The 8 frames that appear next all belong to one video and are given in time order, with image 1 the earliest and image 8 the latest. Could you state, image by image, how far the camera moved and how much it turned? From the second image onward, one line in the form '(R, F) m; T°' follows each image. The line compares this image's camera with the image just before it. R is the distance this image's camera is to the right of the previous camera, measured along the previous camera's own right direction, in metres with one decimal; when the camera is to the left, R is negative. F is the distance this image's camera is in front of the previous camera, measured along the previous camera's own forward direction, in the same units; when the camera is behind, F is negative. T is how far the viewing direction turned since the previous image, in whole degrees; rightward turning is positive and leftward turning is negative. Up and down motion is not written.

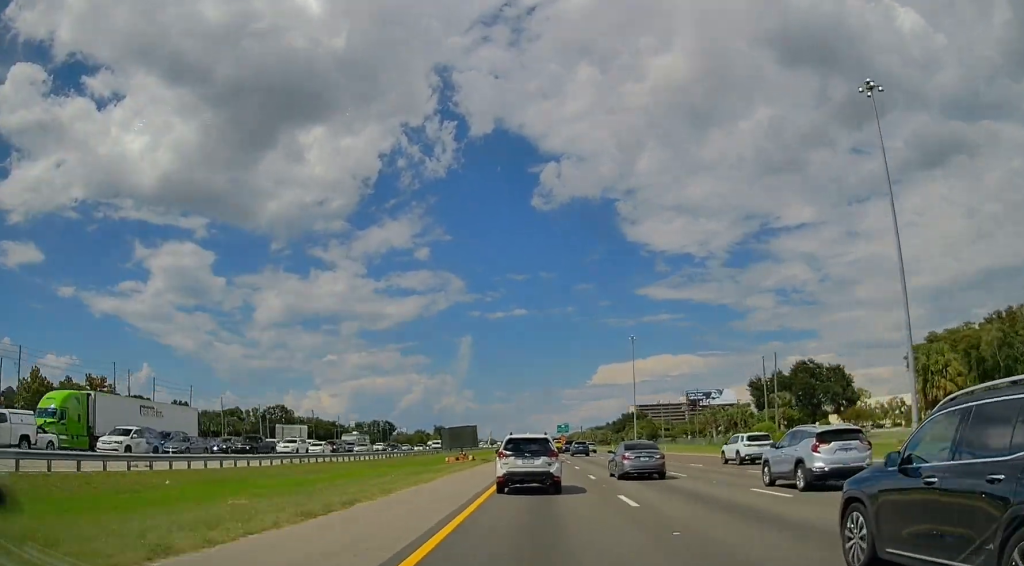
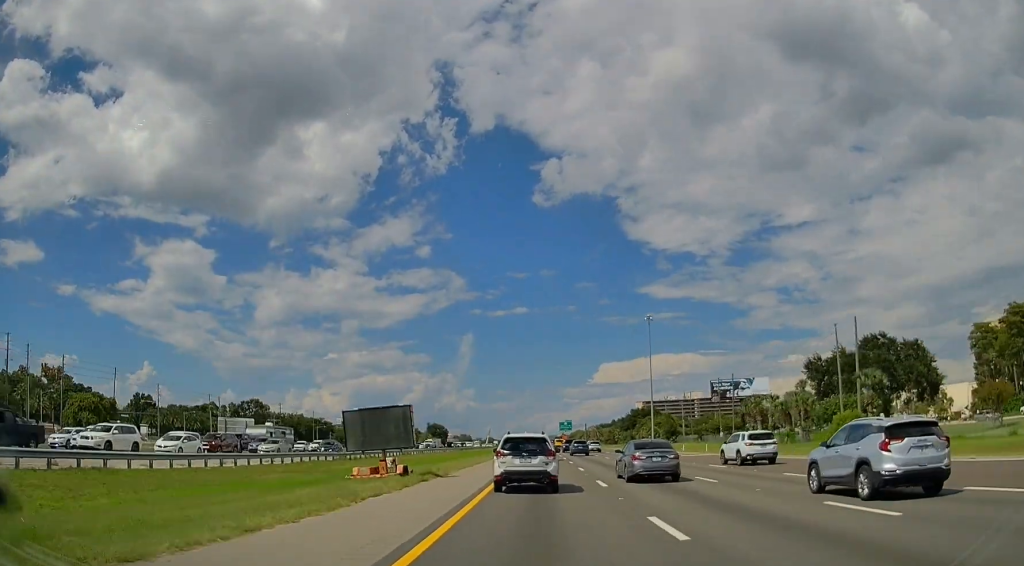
(0.0, +30.2) m; 0°
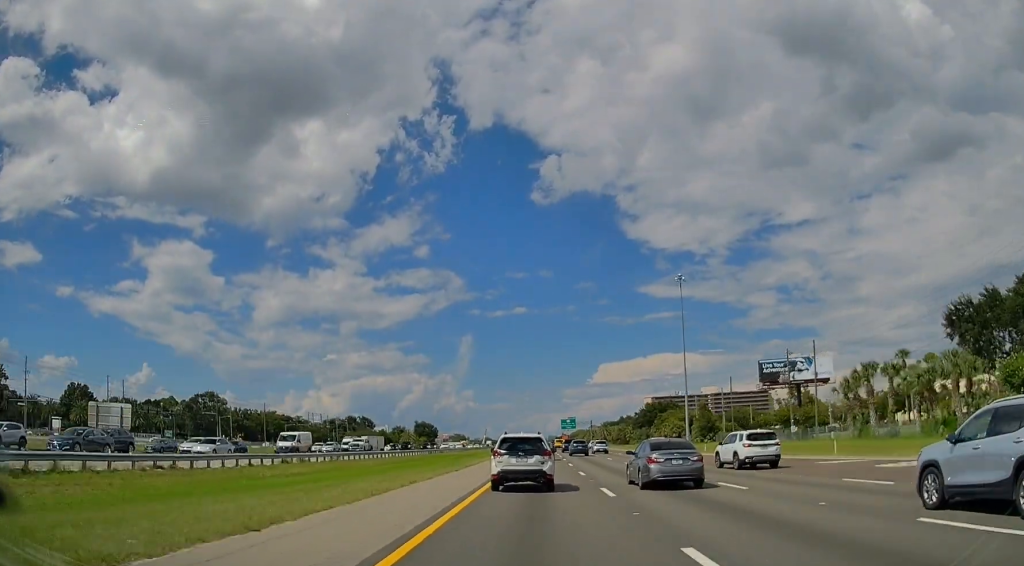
(0.0, +41.4) m; 0°
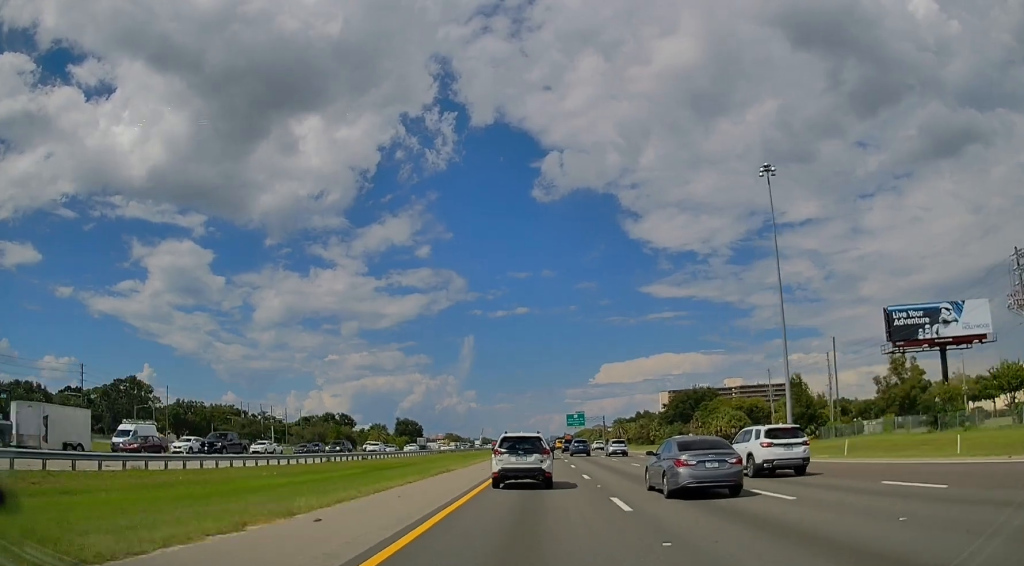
(0.0, +54.4) m; 0°
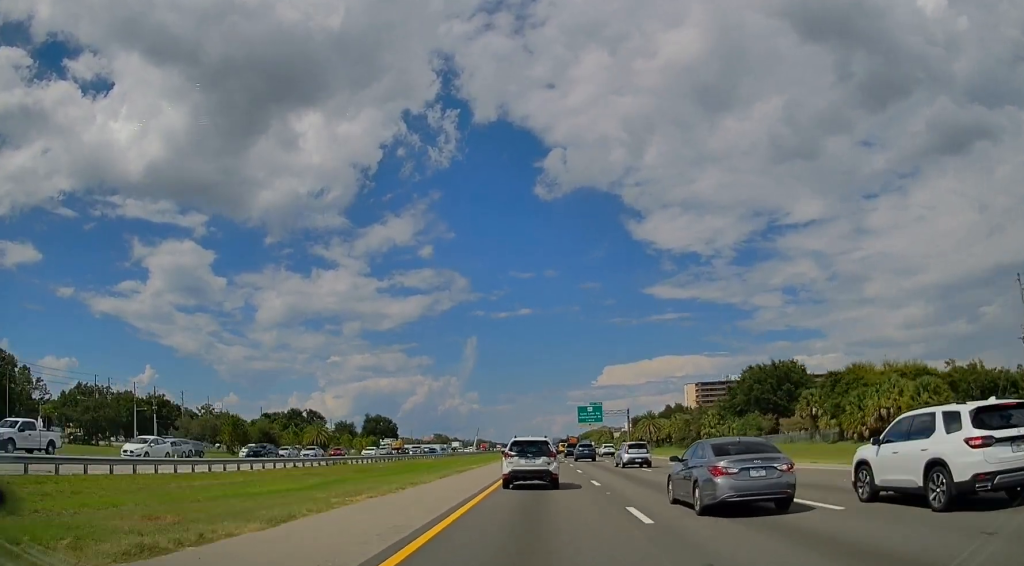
(-0.4, +65.0) m; 0°
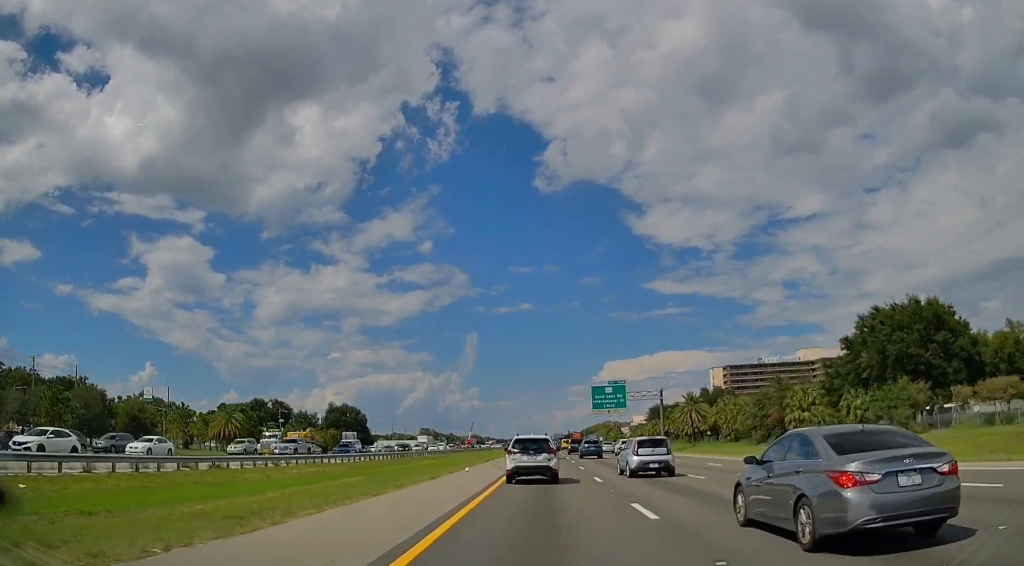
(-0.1, +48.8) m; 0°
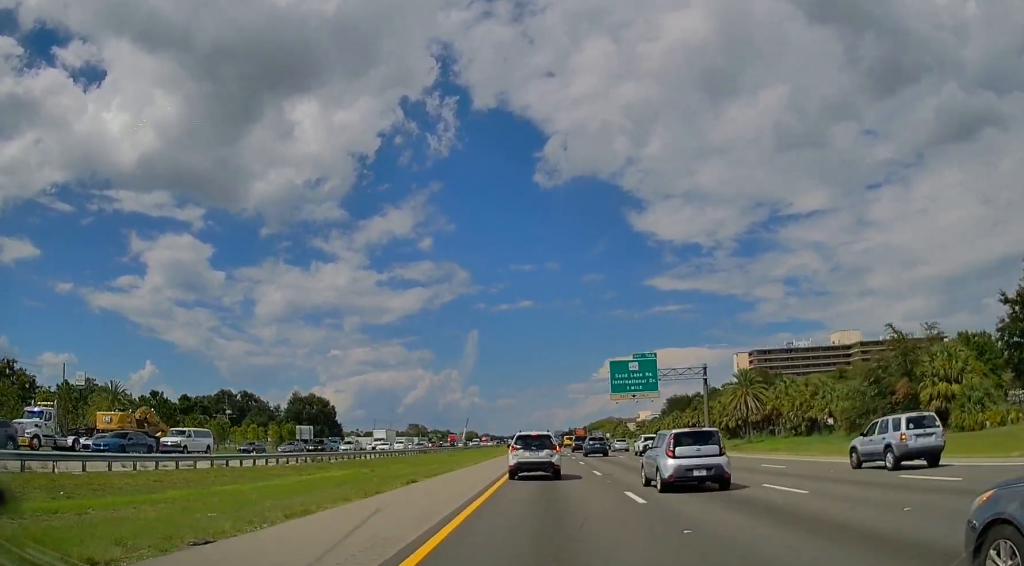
(+0.1, +33.1) m; 0°
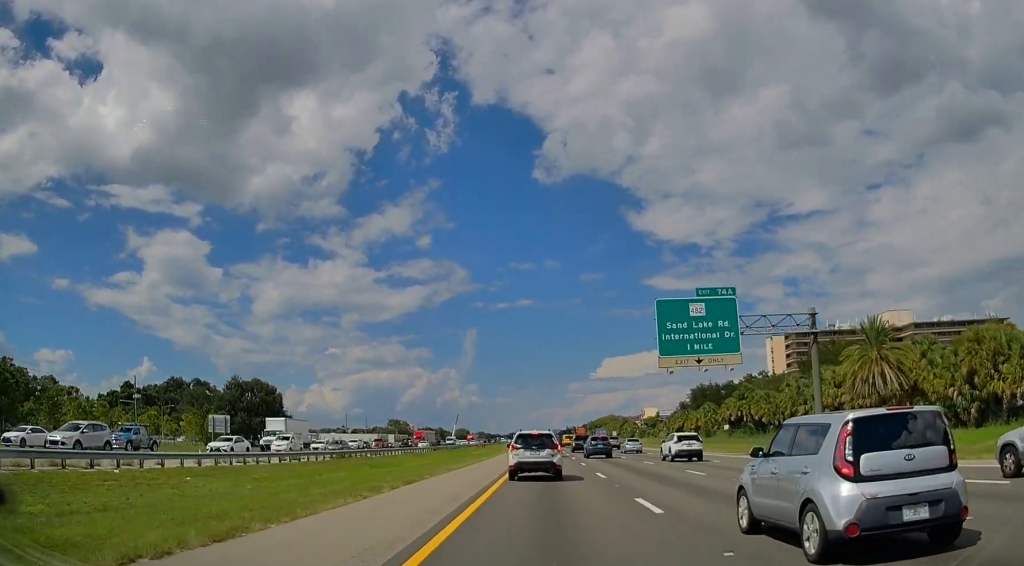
(+0.2, +36.9) m; 0°
